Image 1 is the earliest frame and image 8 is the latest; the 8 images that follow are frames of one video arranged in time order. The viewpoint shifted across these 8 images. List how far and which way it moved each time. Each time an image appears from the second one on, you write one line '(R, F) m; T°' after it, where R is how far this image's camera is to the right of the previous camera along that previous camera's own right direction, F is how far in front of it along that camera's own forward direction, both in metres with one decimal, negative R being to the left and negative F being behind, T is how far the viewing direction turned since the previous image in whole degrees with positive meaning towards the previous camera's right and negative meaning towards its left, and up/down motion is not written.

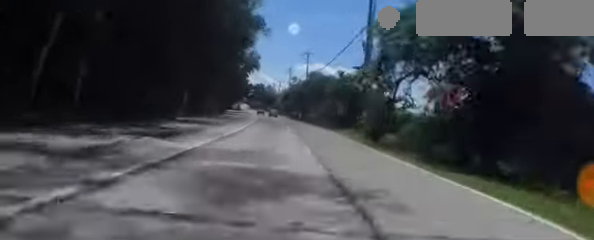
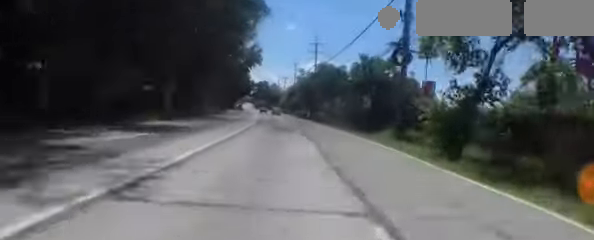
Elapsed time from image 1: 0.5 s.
(0.0, +8.1) m; 0°
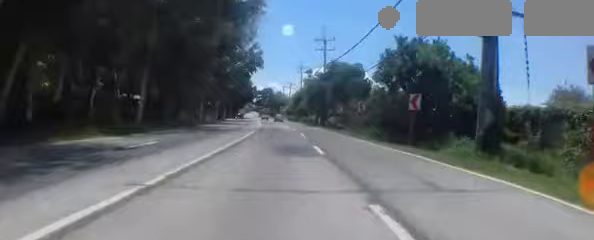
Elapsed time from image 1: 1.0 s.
(0.0, +8.1) m; -1°
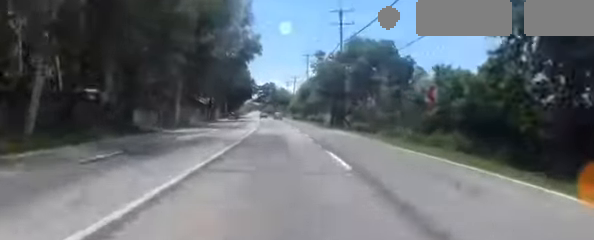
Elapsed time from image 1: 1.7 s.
(0.0, +12.5) m; -1°
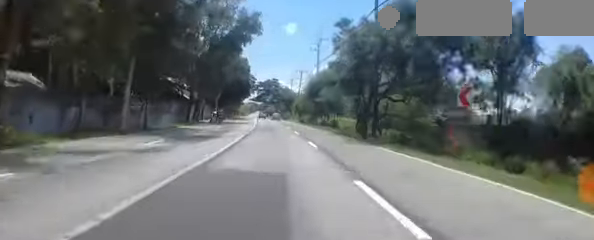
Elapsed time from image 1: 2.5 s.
(-0.4, +13.1) m; -2°
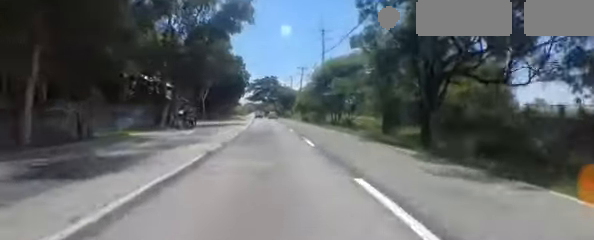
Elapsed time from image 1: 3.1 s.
(0.0, +9.5) m; -1°
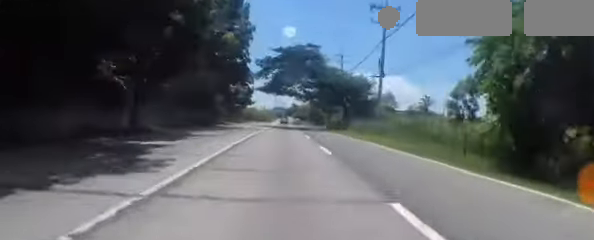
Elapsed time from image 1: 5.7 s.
(-0.9, +43.4) m; -1°
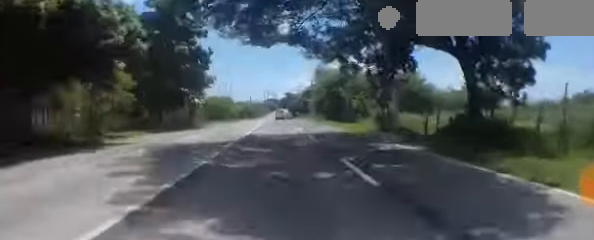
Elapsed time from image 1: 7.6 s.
(0.0, +32.8) m; +1°
